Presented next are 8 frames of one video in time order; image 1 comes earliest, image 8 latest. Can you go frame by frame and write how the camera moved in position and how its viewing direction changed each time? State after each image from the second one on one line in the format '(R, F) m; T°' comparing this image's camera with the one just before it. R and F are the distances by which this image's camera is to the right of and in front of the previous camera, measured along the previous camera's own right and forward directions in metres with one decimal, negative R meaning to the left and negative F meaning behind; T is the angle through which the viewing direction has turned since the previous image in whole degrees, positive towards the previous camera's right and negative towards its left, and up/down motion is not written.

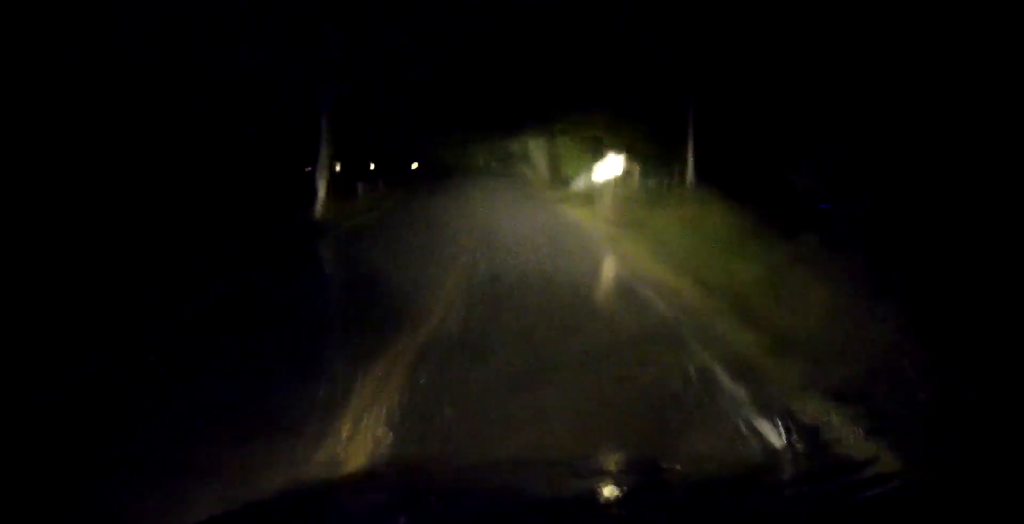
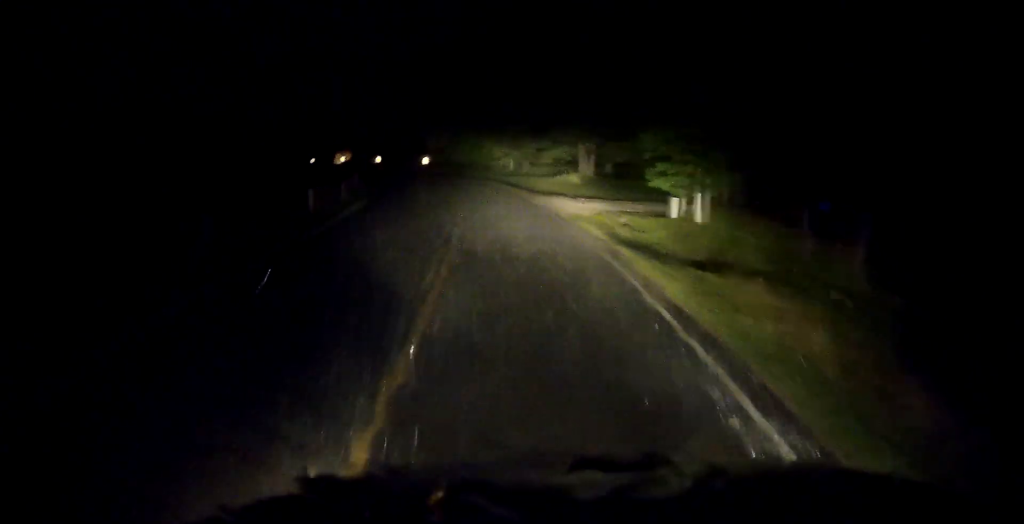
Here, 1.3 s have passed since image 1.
(-0.8, +19.5) m; -4°
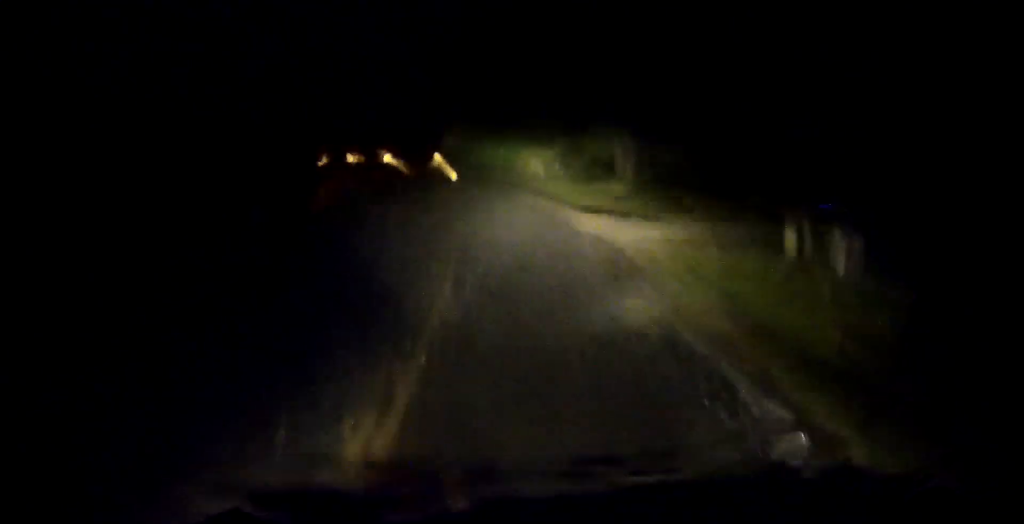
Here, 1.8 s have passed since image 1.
(0.0, +7.8) m; -2°
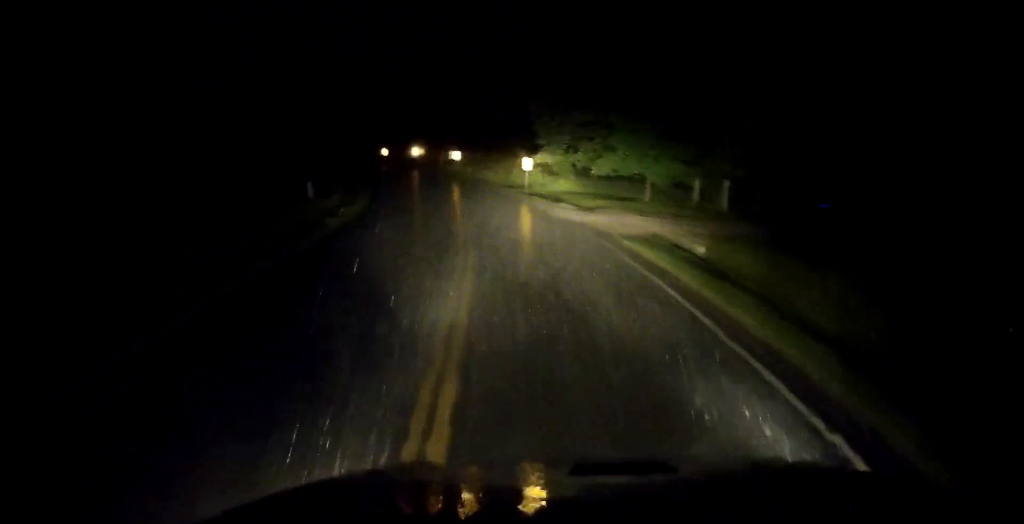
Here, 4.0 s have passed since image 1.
(-3.4, +32.8) m; -11°
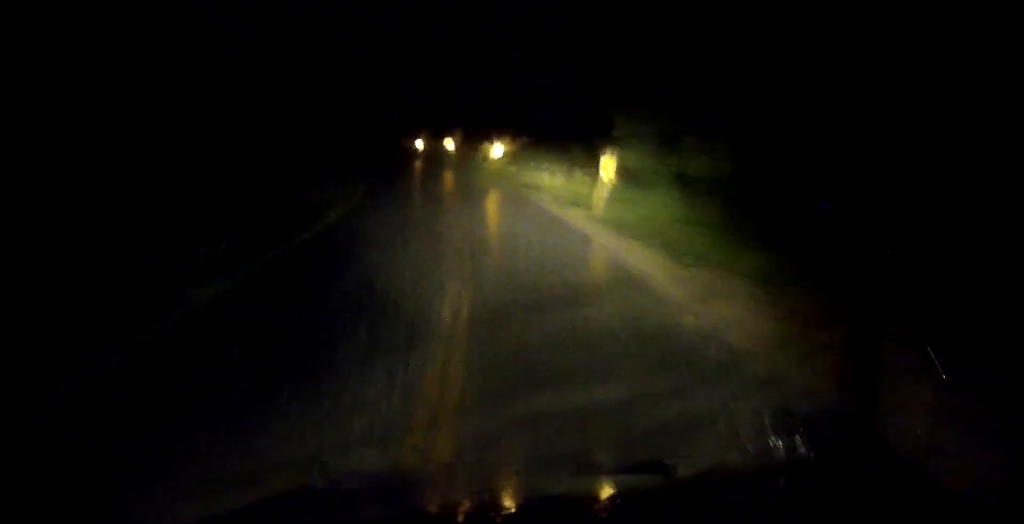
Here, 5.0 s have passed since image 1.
(-0.3, +15.4) m; -5°
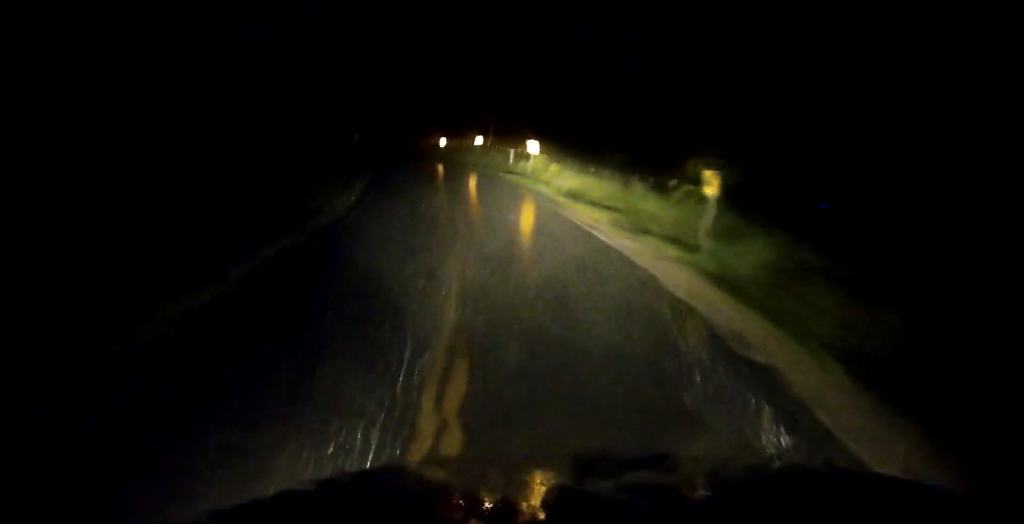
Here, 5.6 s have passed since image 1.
(-0.1, +8.2) m; -3°
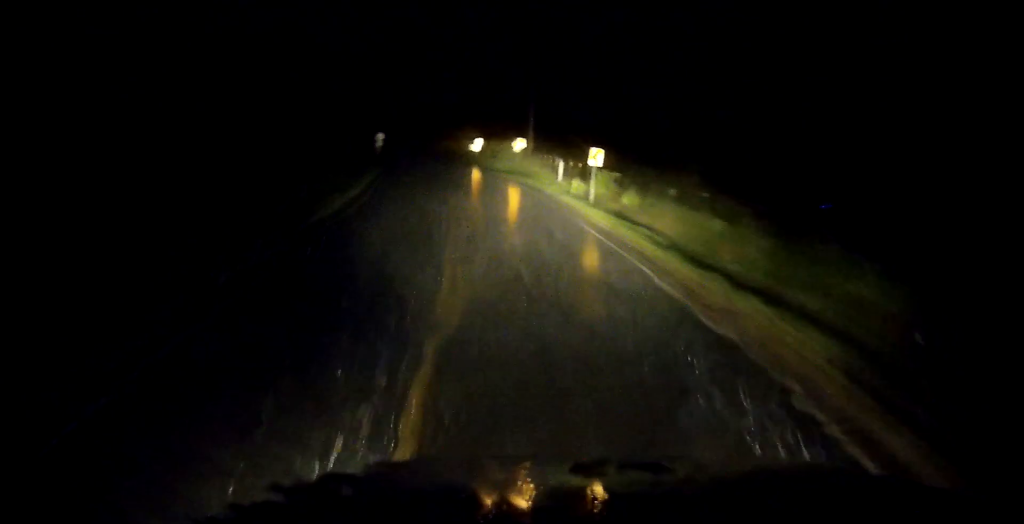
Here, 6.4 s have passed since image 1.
(-1.0, +12.9) m; -4°
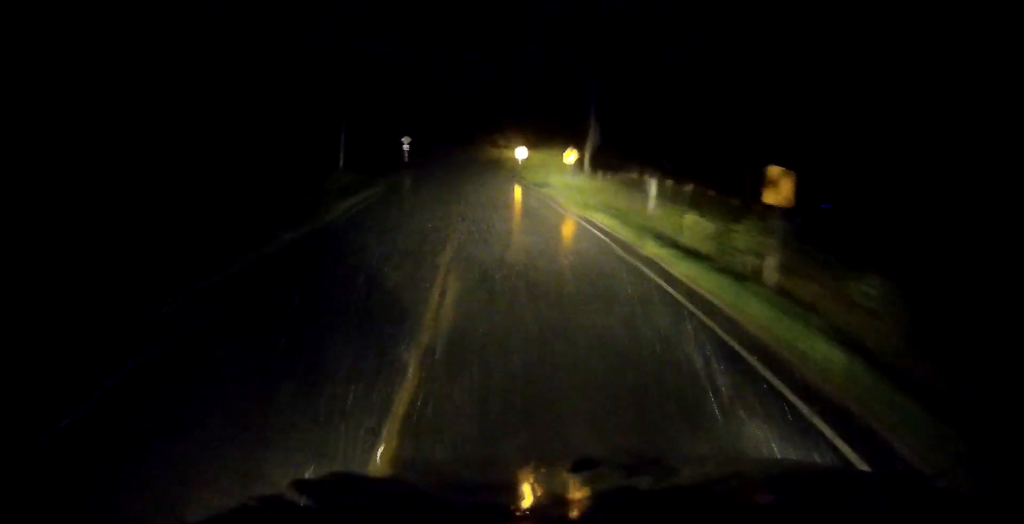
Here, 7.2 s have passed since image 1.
(0.0, +13.3) m; -3°
